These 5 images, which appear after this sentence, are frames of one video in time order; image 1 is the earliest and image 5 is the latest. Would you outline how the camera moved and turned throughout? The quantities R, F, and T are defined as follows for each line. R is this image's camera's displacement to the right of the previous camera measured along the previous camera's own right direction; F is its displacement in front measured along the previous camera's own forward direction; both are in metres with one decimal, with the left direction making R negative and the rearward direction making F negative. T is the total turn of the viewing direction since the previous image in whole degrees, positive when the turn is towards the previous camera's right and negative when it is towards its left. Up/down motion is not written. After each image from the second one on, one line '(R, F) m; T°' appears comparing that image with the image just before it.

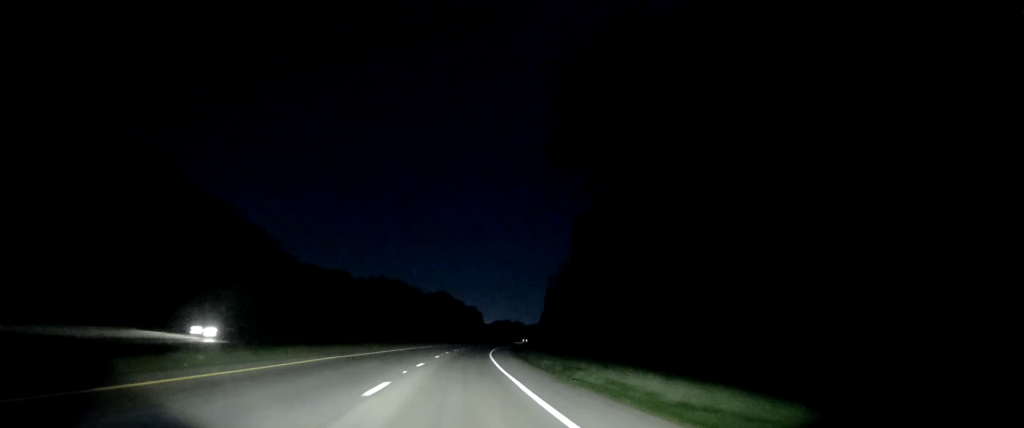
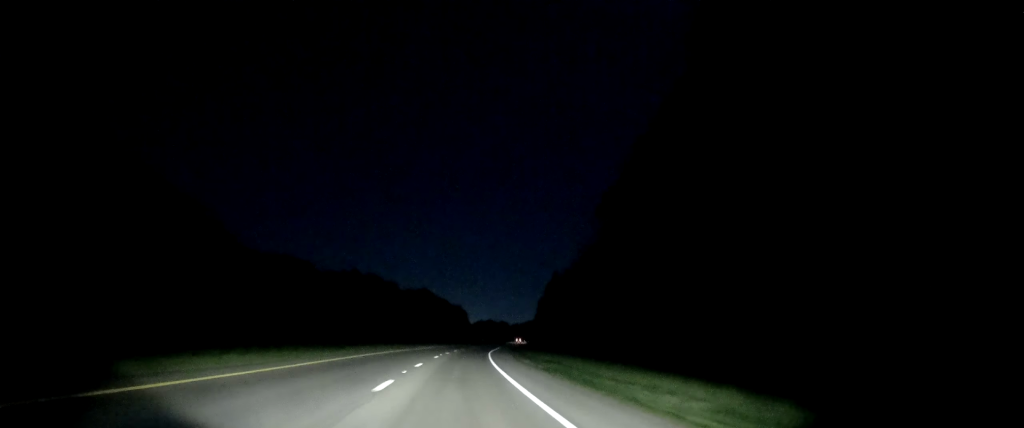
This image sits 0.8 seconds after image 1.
(+0.1, +23.7) m; +1°
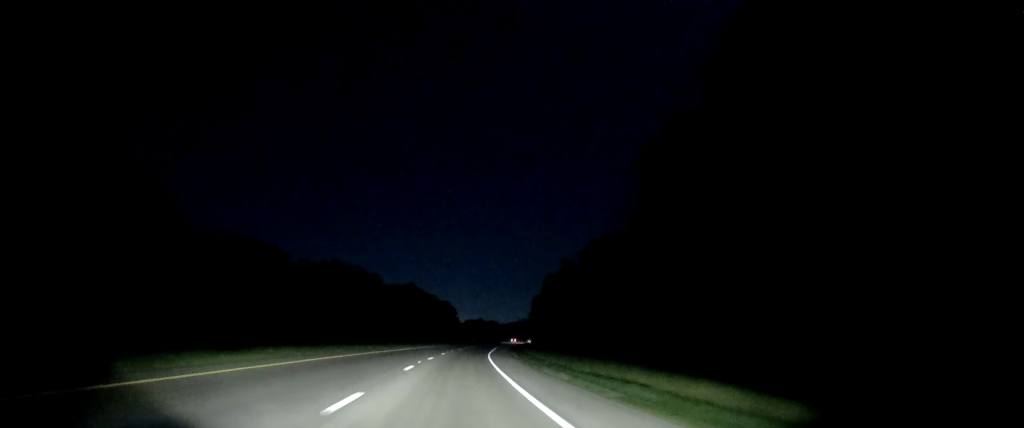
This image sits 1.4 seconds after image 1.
(-0.2, +16.8) m; +1°
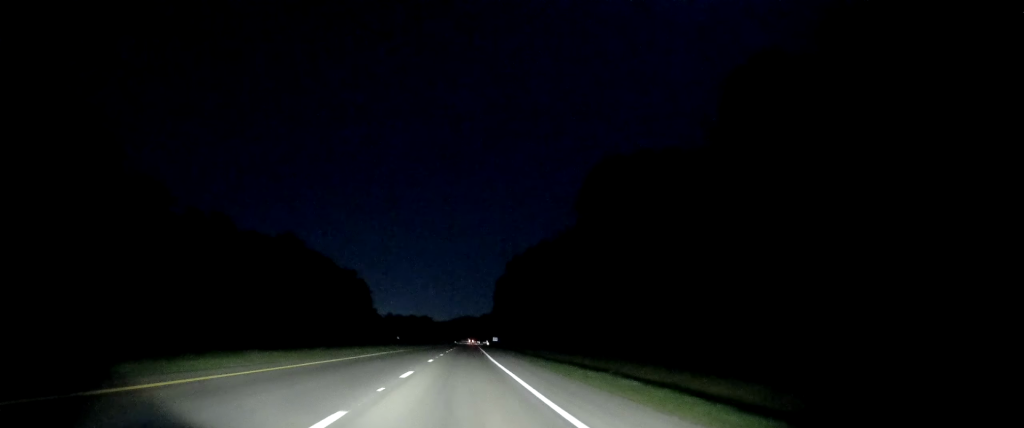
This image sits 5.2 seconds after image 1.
(+8.2, +113.4) m; +6°
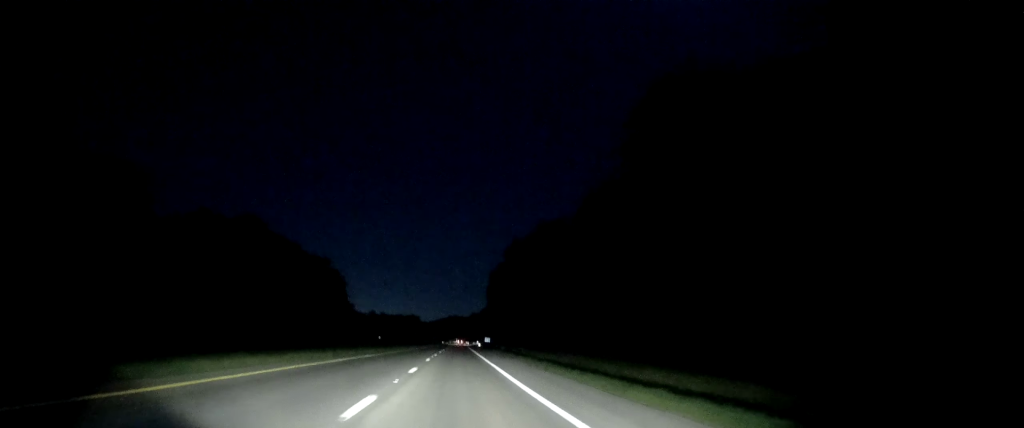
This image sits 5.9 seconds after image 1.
(0.0, +21.7) m; +1°
